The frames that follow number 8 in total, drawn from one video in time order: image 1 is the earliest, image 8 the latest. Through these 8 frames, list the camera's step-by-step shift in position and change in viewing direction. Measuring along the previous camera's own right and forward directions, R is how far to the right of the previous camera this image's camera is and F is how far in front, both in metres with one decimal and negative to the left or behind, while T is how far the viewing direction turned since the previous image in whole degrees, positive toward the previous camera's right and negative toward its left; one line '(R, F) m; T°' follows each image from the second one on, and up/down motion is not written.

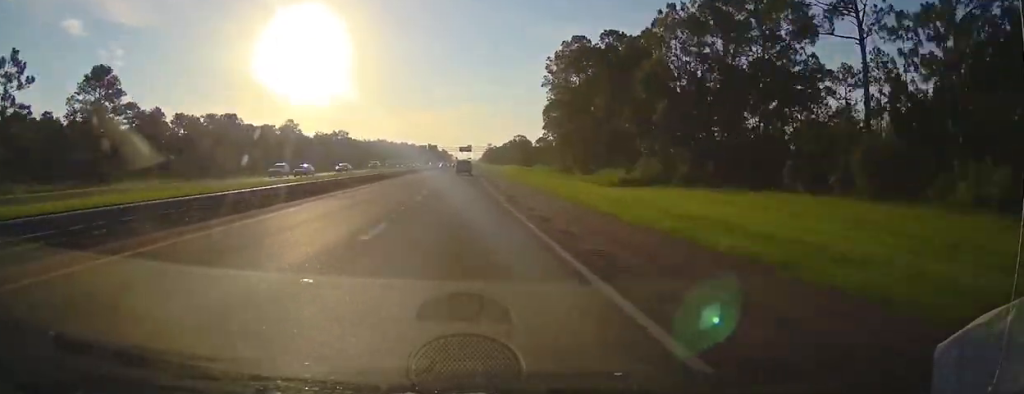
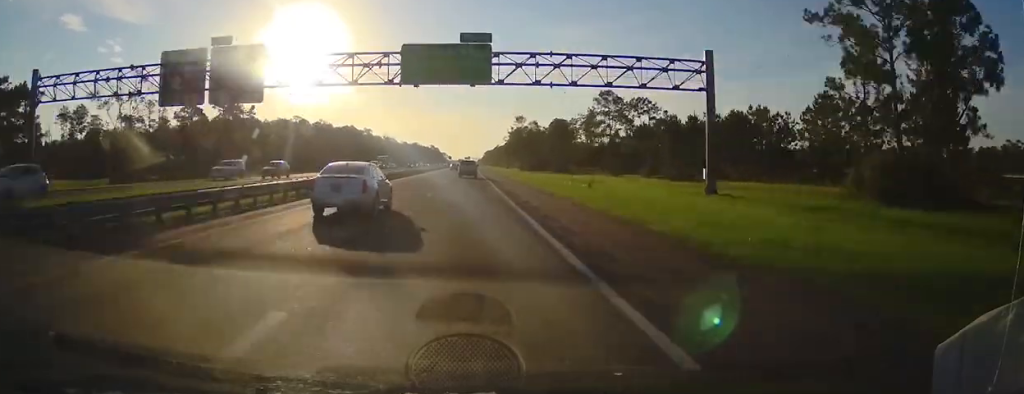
(+0.7, +261.8) m; +1°
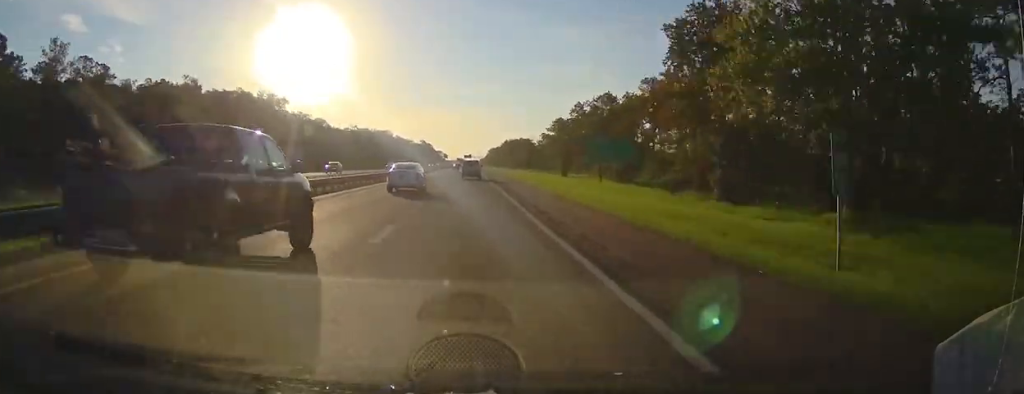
(+1.0, +135.3) m; 0°
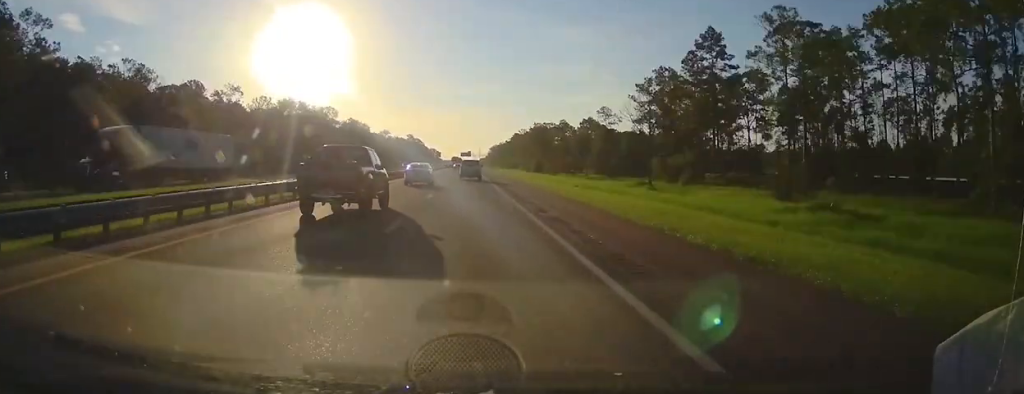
(-0.5, +105.6) m; 0°
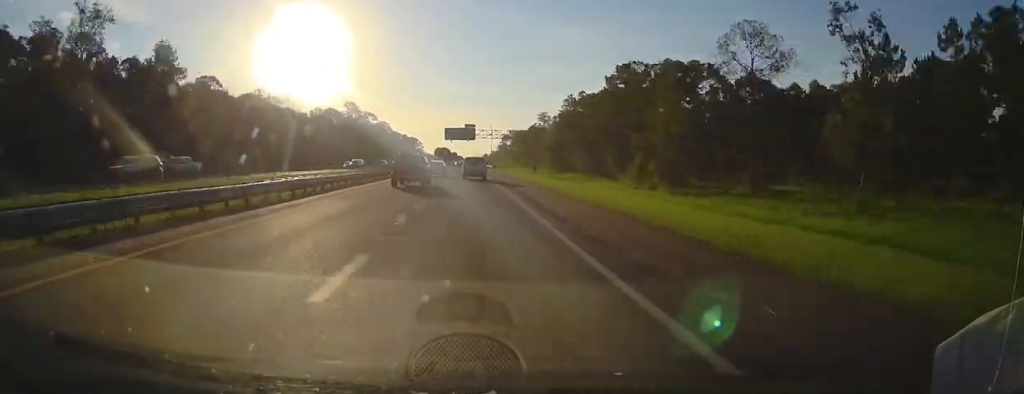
(+0.4, +231.1) m; 0°
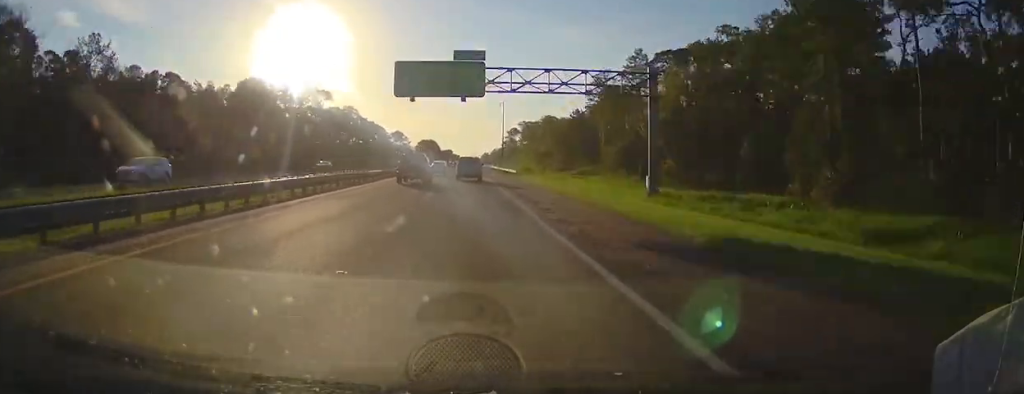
(+0.6, +82.8) m; 0°
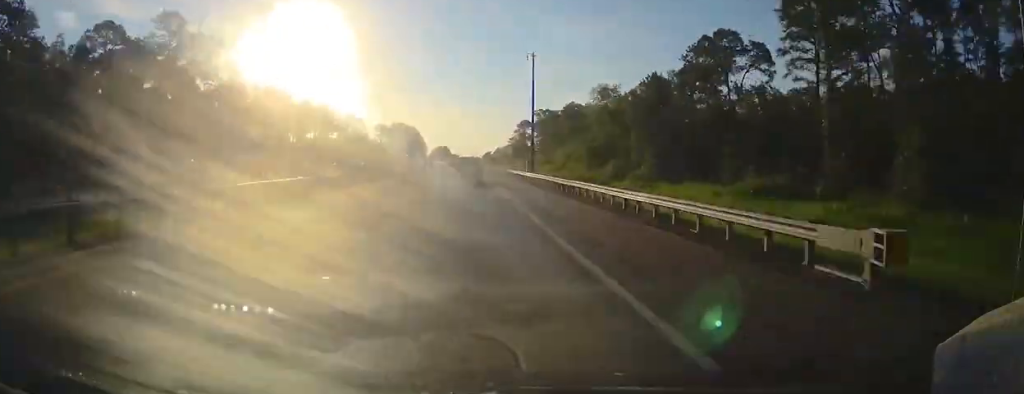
(-0.4, +69.3) m; 0°
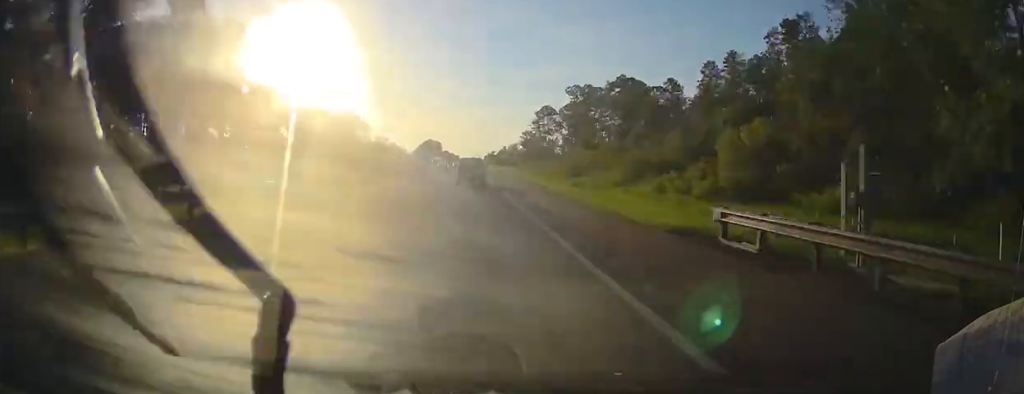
(+0.1, +79.2) m; 0°
